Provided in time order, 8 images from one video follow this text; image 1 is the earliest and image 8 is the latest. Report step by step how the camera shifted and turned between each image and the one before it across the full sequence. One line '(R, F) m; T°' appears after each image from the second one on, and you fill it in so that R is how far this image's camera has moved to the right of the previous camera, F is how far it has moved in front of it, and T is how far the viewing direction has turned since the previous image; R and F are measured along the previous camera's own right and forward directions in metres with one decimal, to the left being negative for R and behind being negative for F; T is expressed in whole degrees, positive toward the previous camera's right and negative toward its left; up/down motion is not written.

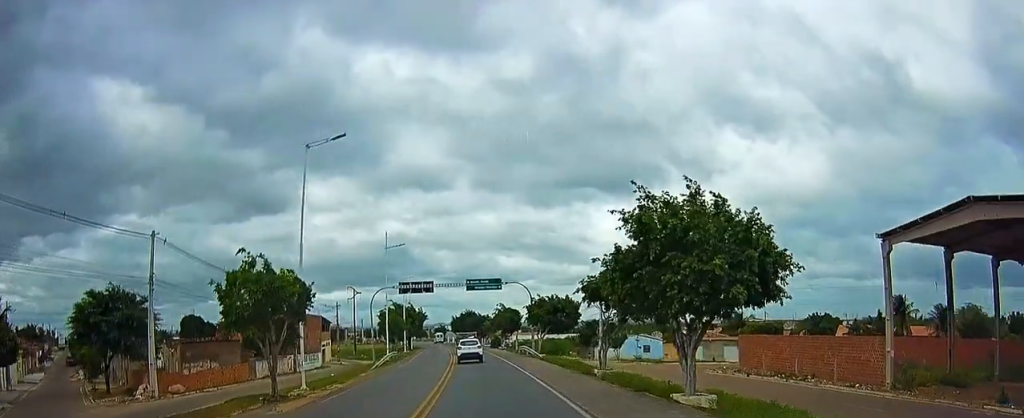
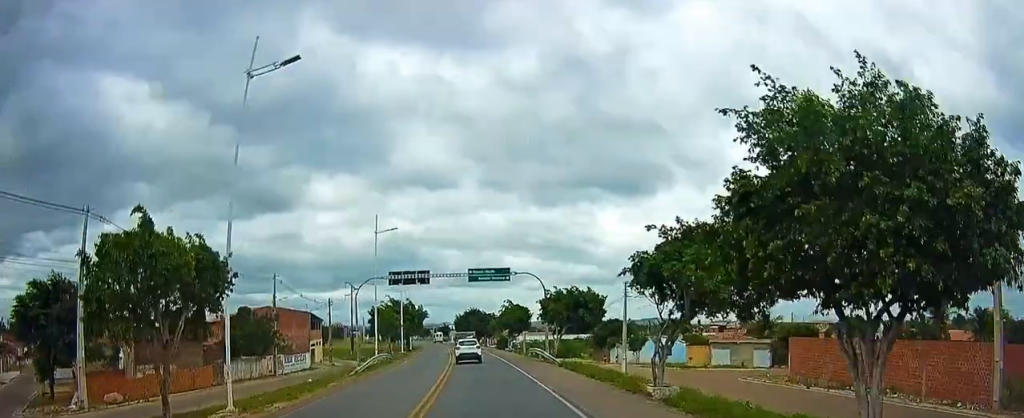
(+0.2, +7.6) m; 0°
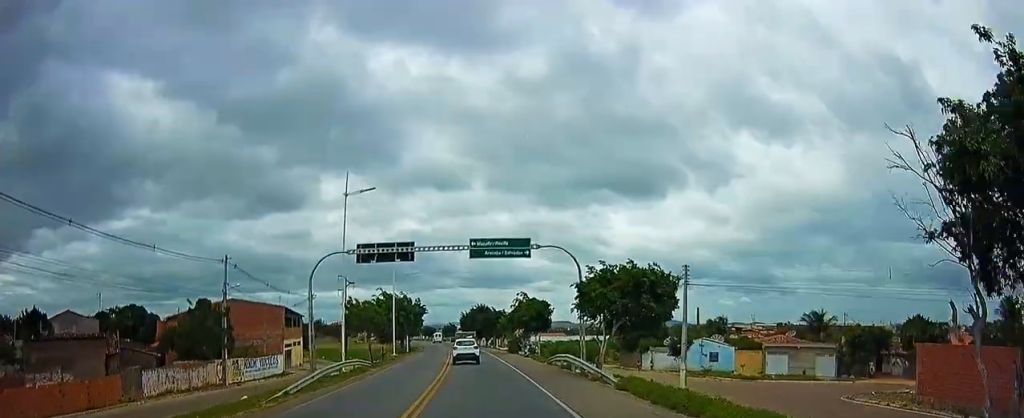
(-0.1, +12.7) m; -2°
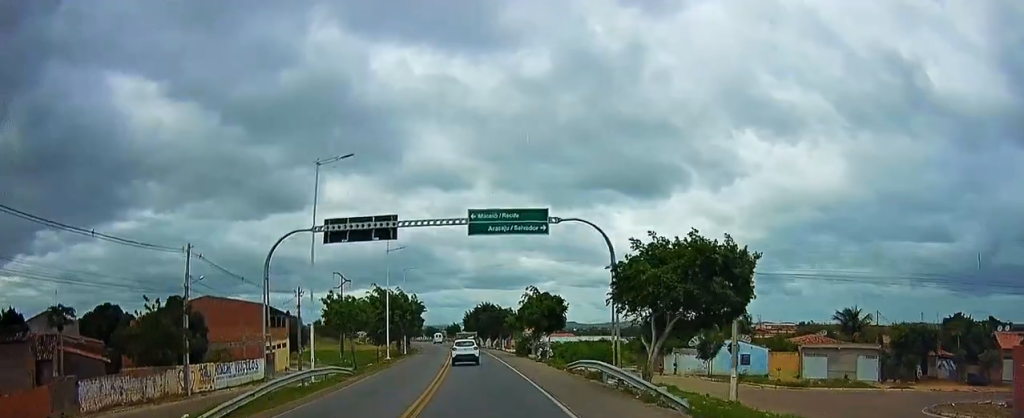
(-0.1, +6.6) m; -1°
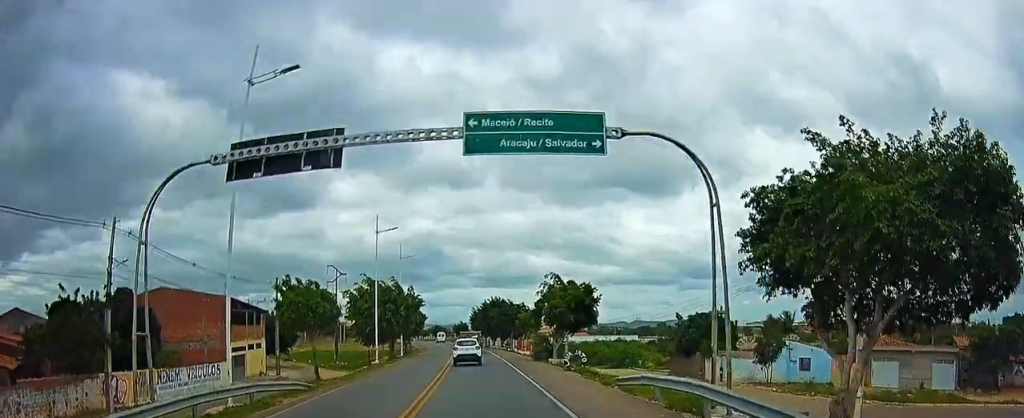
(-0.3, +9.6) m; 0°
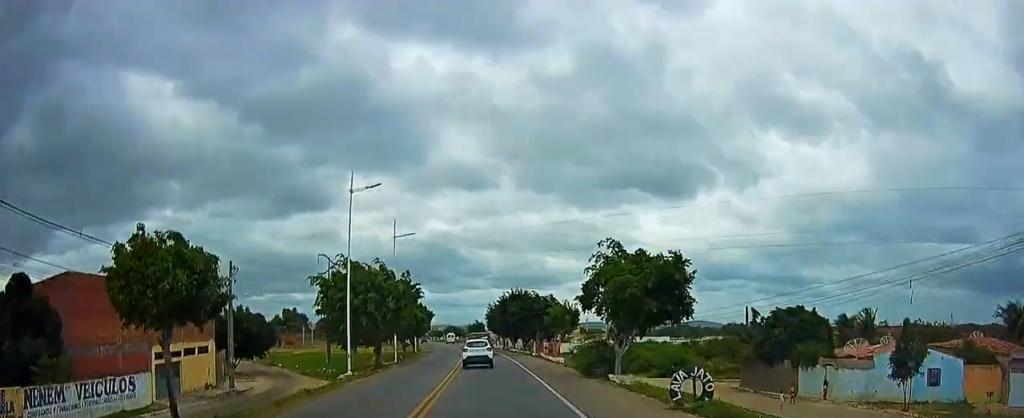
(+0.4, +14.1) m; 0°
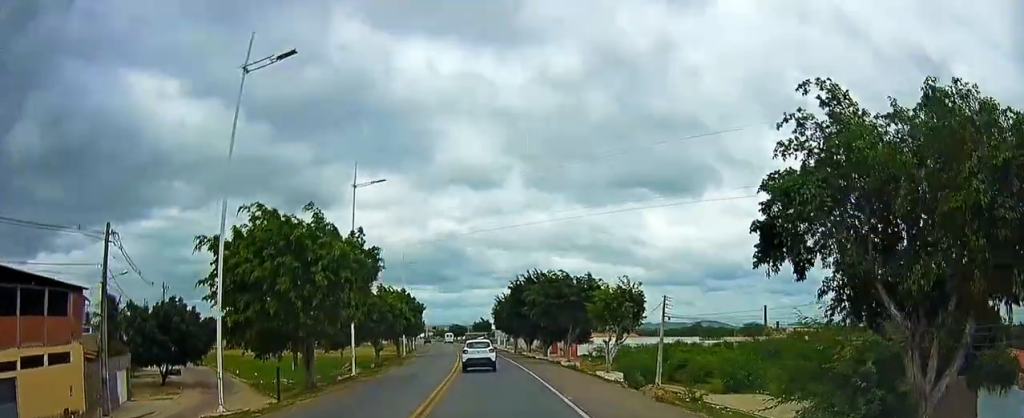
(-0.2, +16.8) m; -1°
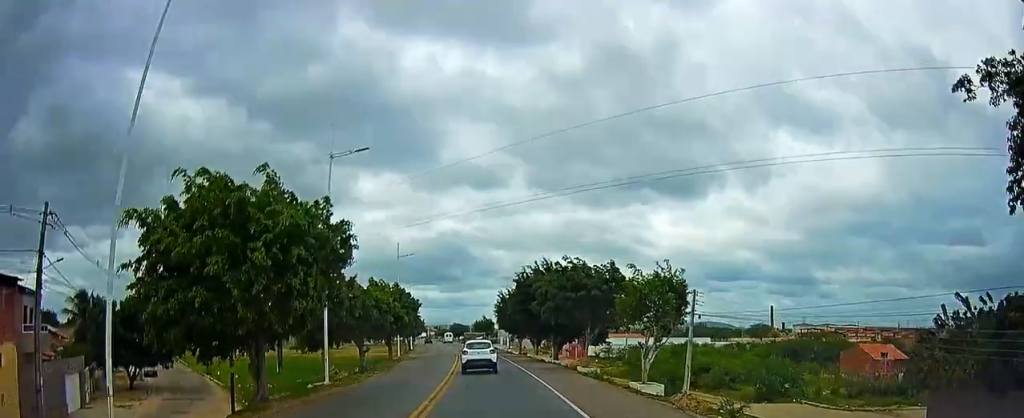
(+0.3, +5.6) m; -1°
